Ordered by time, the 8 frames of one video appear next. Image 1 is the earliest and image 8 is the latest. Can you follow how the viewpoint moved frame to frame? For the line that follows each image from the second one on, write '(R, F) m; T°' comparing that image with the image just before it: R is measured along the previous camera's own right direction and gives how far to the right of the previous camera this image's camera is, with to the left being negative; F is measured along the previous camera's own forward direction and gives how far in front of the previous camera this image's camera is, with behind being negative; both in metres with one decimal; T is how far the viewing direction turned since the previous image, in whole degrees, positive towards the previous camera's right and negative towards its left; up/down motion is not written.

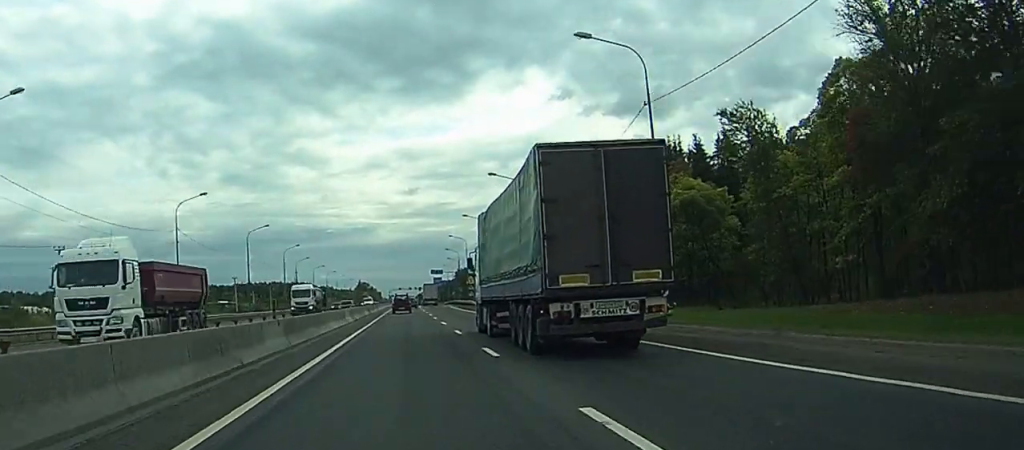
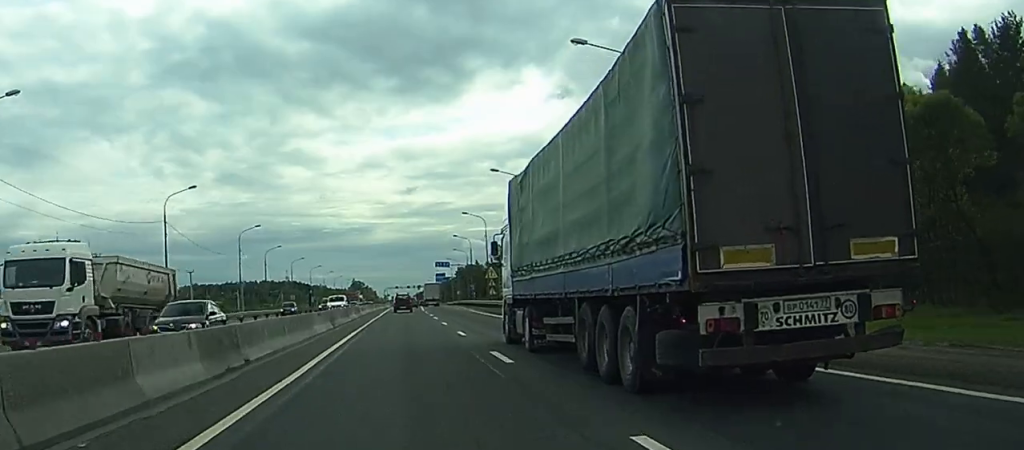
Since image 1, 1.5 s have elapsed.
(-0.2, +37.8) m; 0°
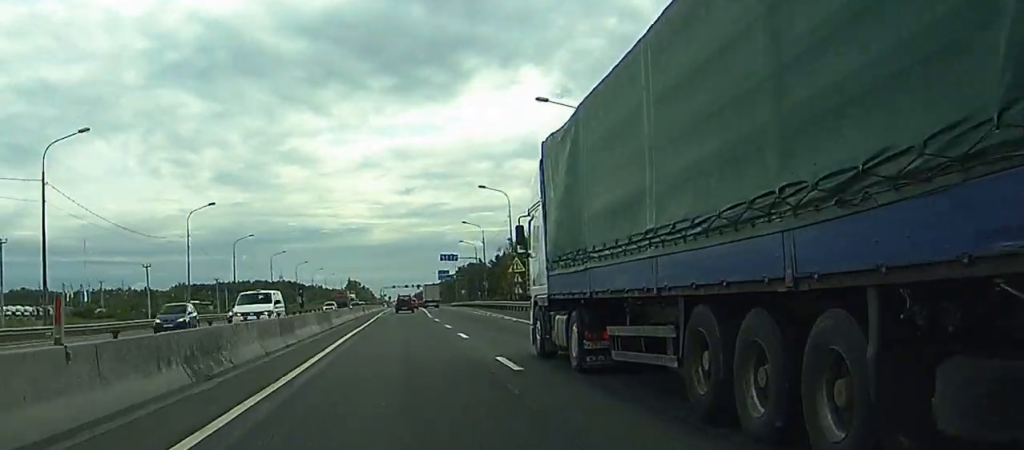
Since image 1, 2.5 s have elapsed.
(0.0, +25.7) m; 0°
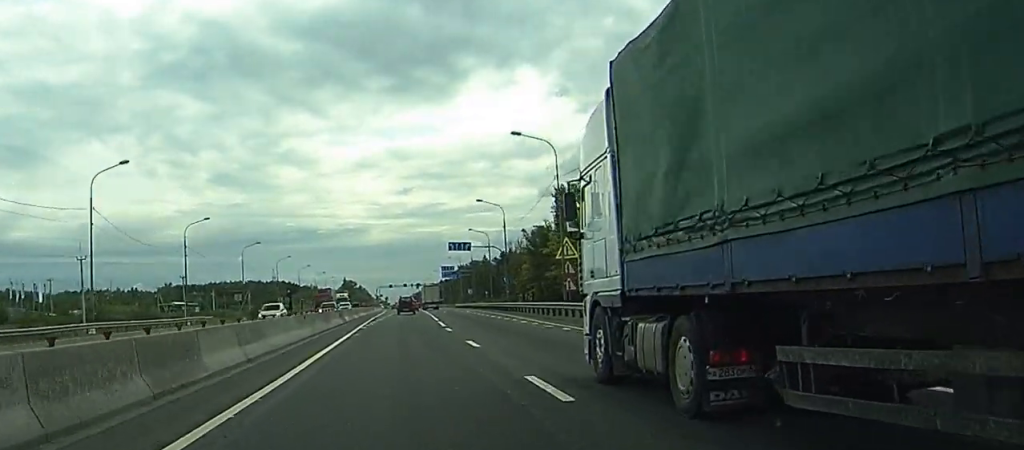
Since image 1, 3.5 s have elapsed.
(0.0, +26.6) m; 0°
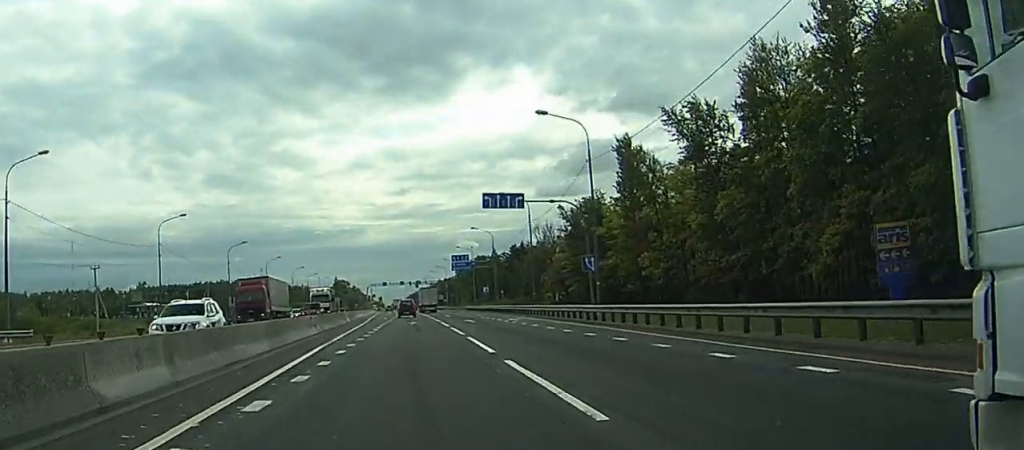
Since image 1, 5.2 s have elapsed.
(+0.2, +43.6) m; 0°
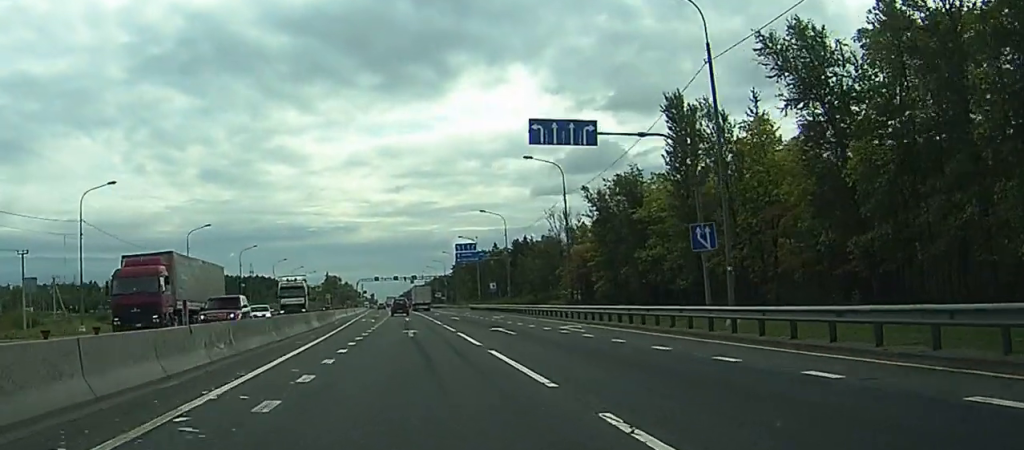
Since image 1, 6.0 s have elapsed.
(0.0, +20.4) m; 0°
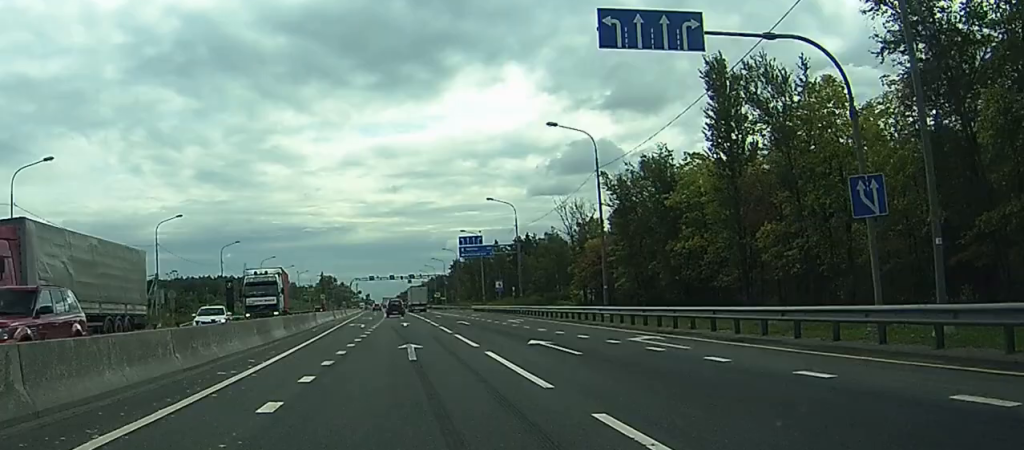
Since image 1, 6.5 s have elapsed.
(0.0, +11.9) m; 0°
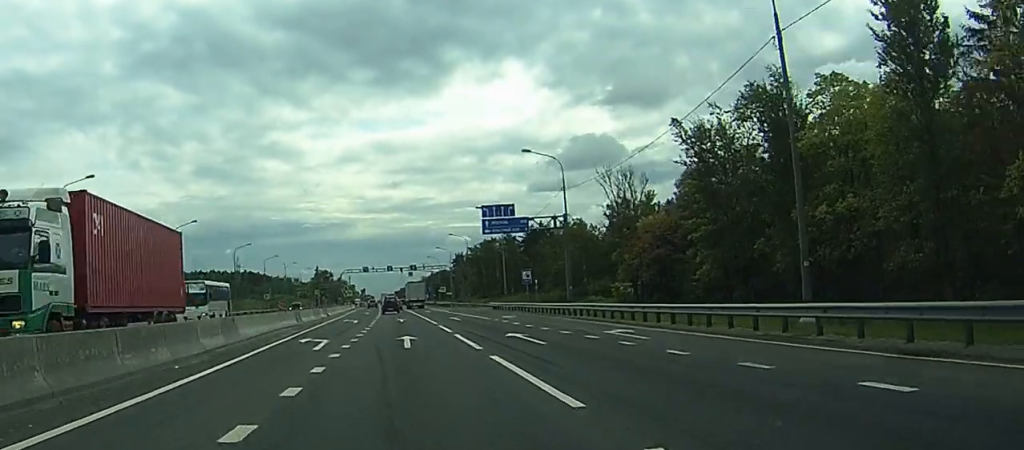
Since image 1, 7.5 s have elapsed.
(+0.2, +26.2) m; 0°
